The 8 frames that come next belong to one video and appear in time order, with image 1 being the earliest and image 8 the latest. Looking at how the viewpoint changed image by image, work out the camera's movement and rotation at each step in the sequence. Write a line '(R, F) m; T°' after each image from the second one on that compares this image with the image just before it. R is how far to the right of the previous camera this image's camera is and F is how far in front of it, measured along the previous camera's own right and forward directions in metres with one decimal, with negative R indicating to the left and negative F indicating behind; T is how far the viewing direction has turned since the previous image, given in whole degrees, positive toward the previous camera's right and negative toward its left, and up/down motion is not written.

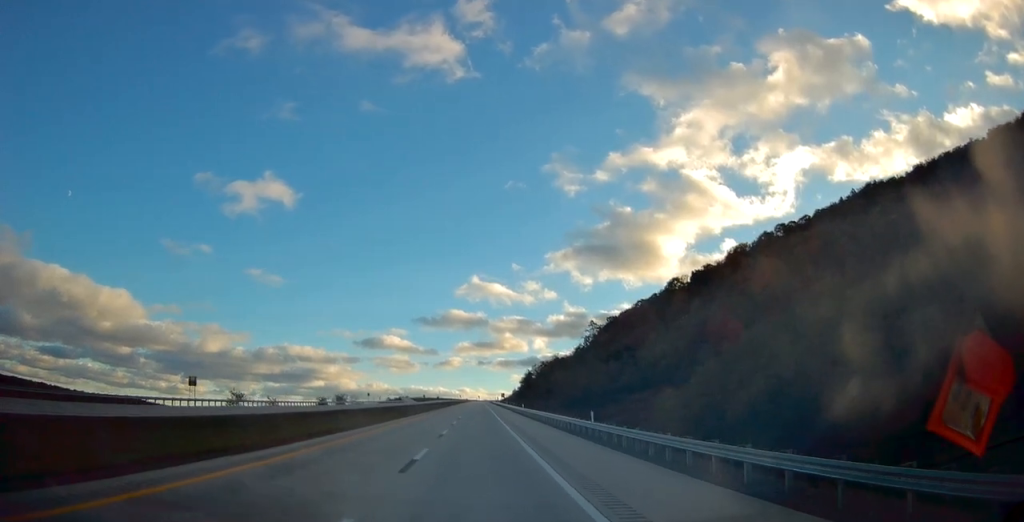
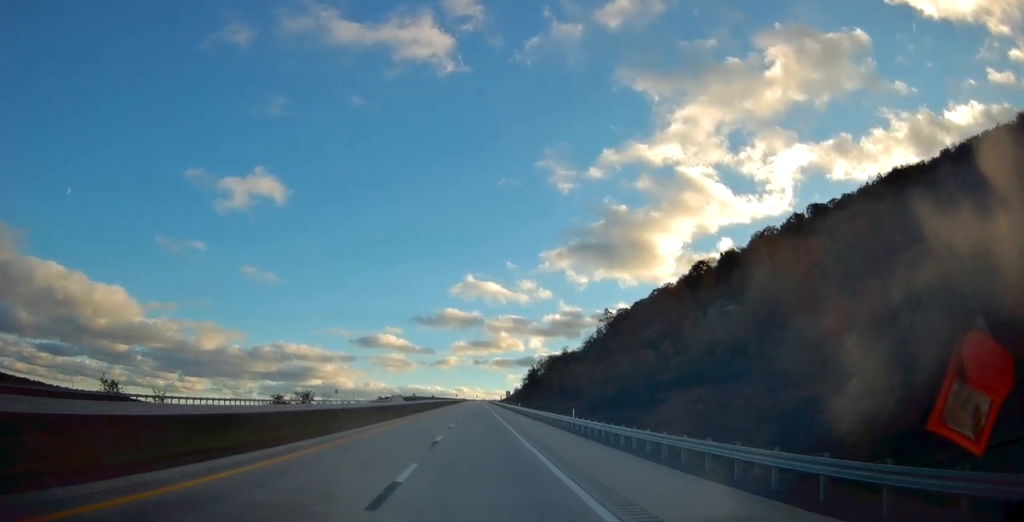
(-0.3, +41.3) m; 0°
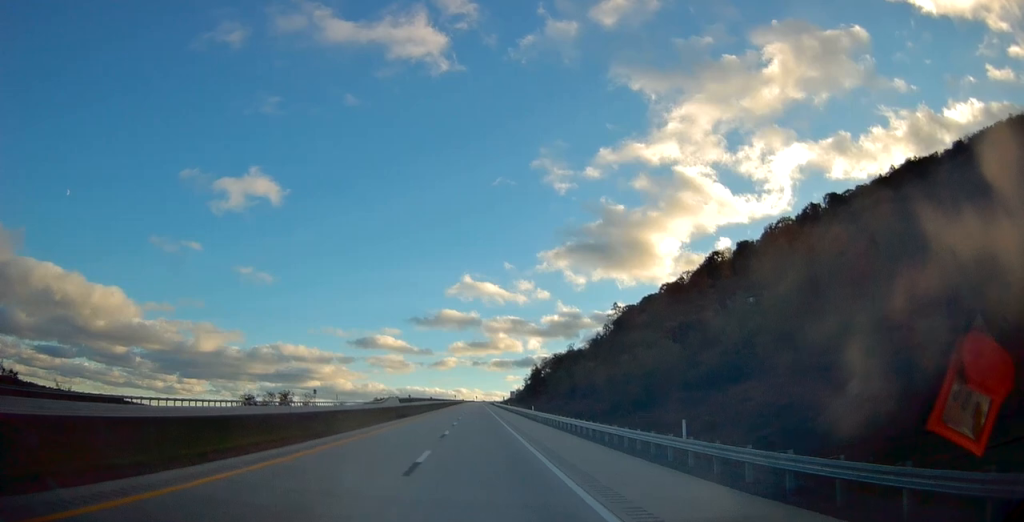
(0.0, +19.6) m; 0°
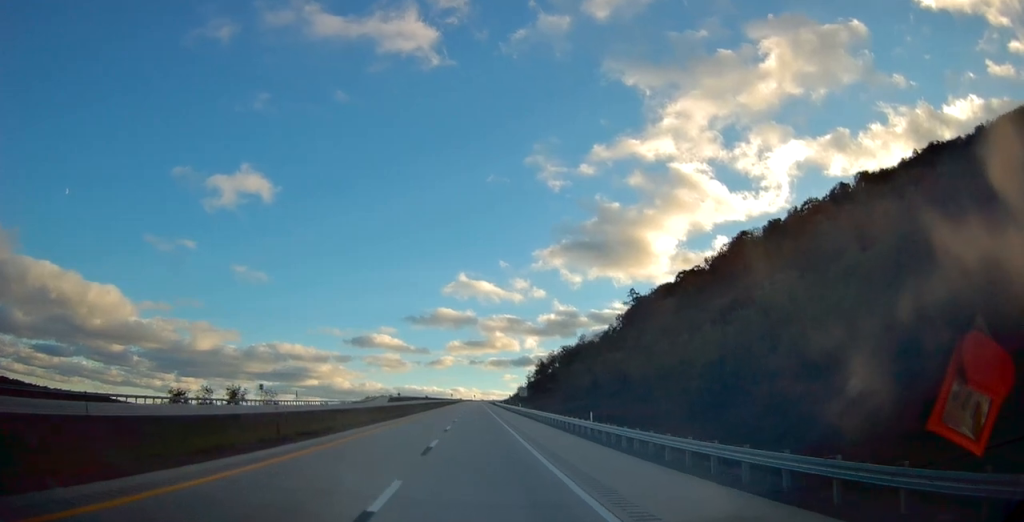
(0.0, +32.4) m; +1°
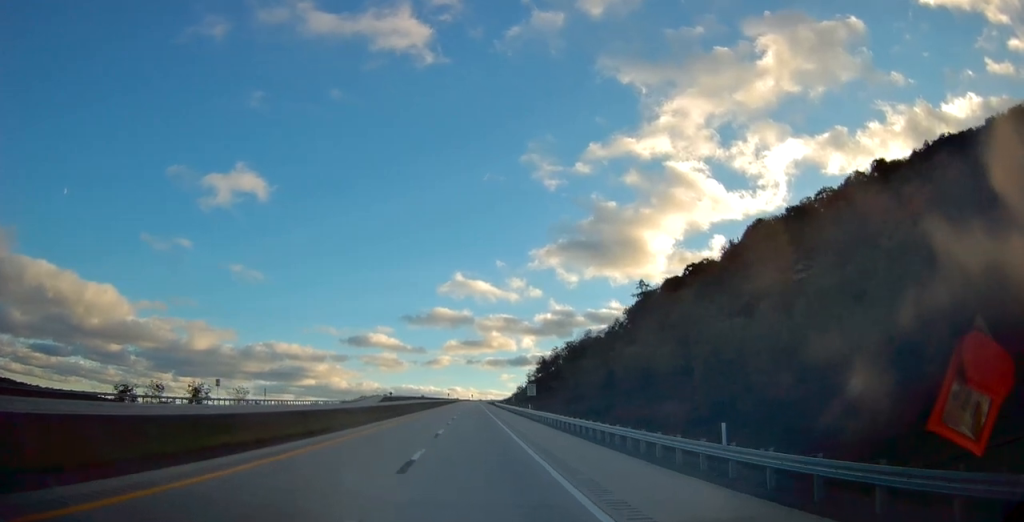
(0.0, +16.7) m; 0°
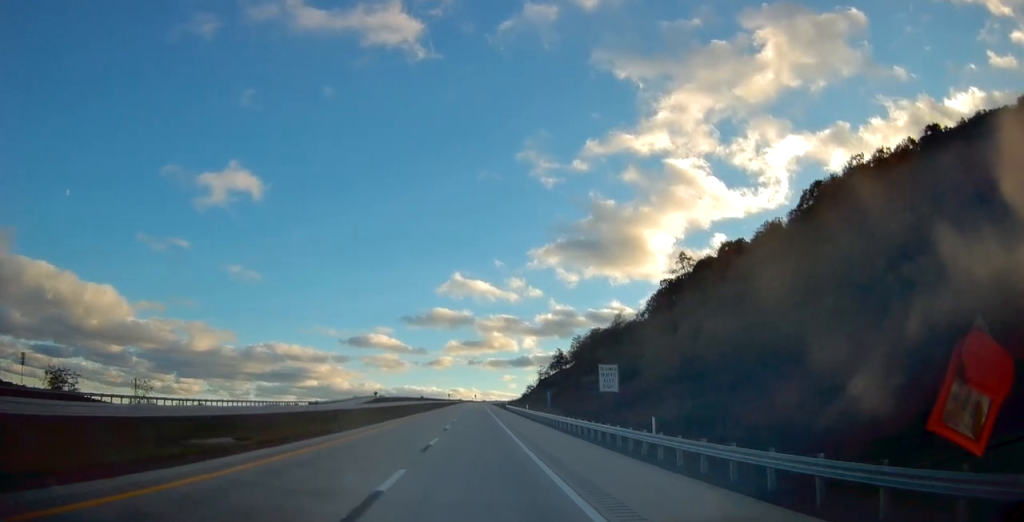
(0.0, +42.2) m; 0°
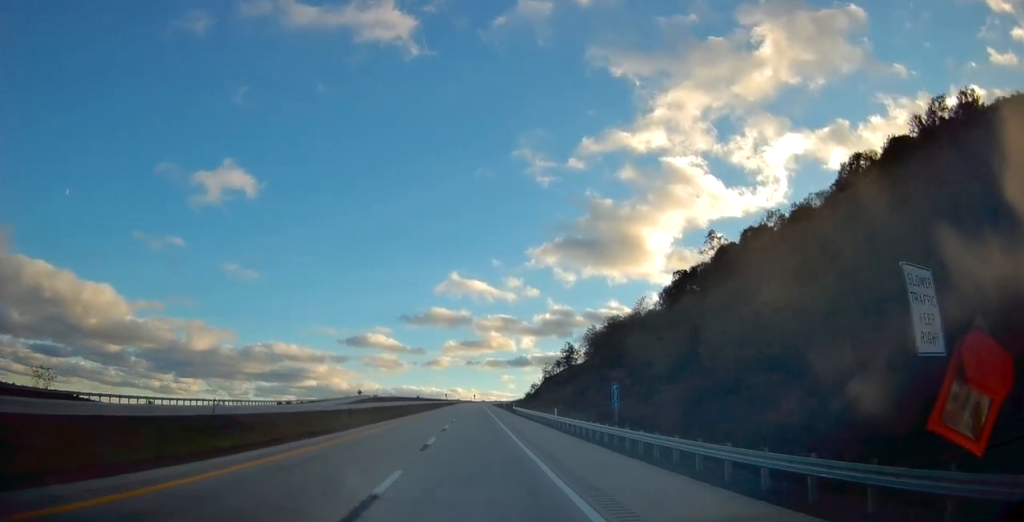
(-0.1, +24.6) m; 0°
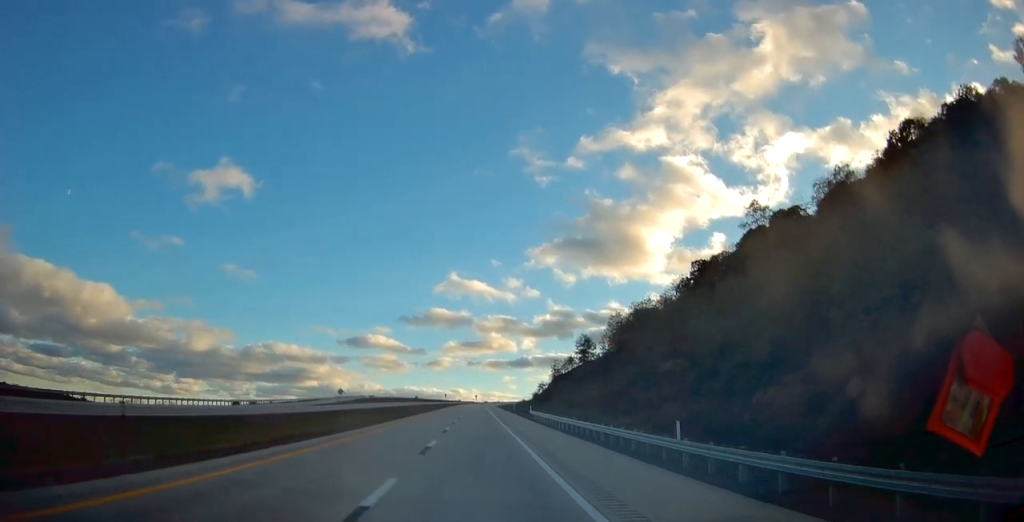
(+0.1, +25.5) m; 0°
